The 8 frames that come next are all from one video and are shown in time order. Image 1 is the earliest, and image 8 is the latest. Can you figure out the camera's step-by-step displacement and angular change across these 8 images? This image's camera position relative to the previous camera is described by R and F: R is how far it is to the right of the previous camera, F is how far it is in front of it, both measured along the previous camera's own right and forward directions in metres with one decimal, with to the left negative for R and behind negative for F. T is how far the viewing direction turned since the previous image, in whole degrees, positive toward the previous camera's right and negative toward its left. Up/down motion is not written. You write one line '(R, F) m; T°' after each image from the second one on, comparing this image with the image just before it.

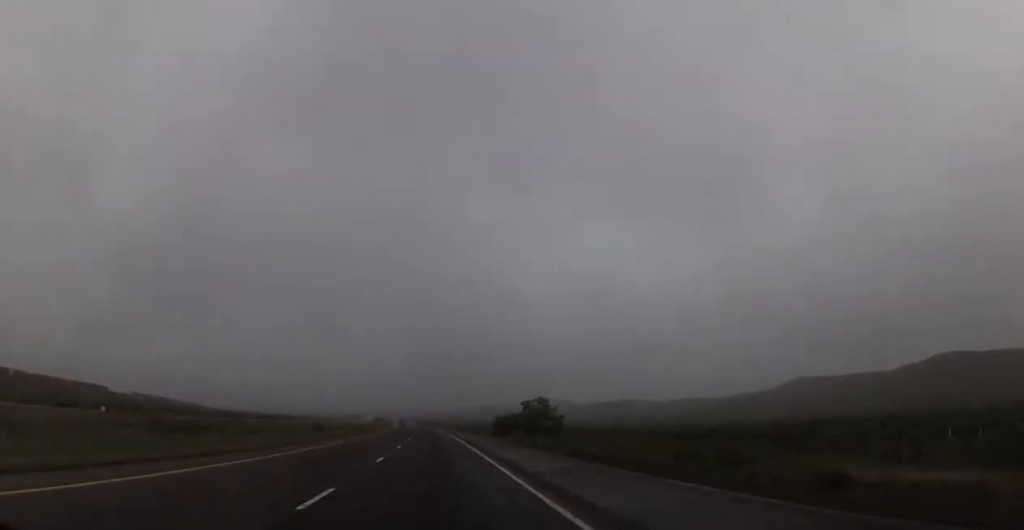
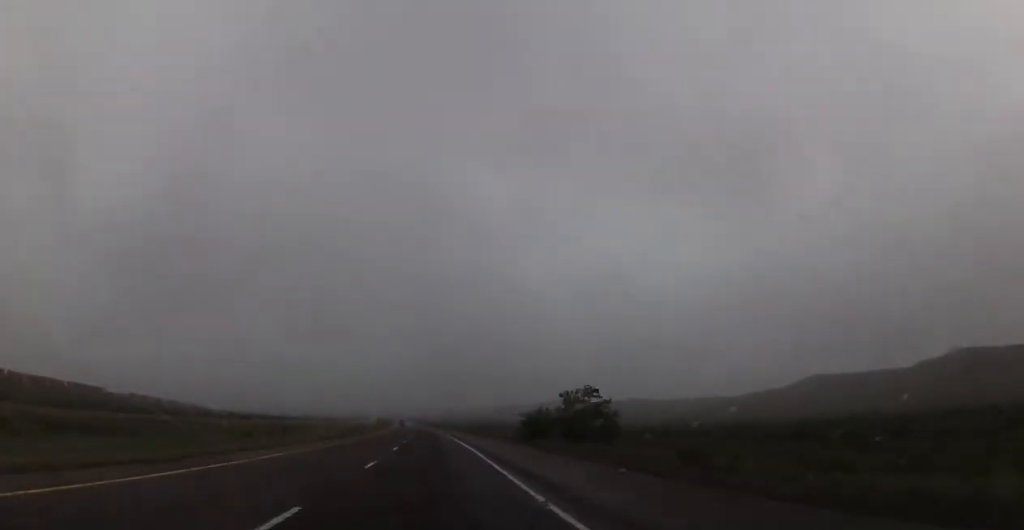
(+0.2, +27.3) m; 0°
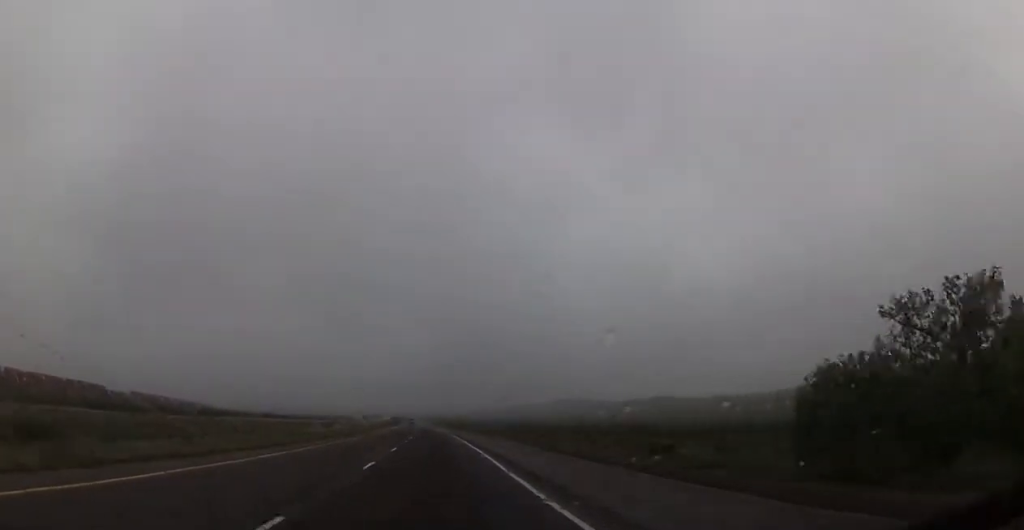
(-0.4, +50.0) m; -1°
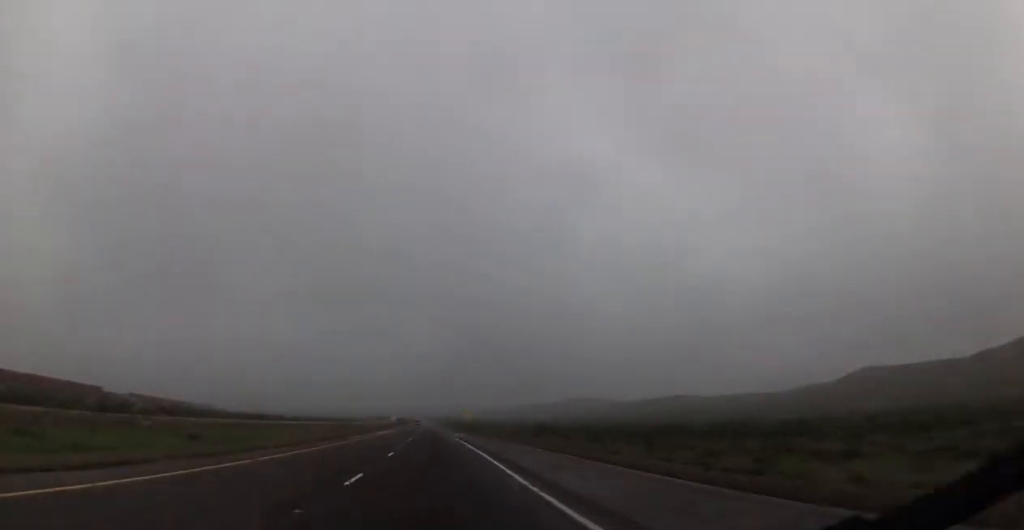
(0.0, +28.5) m; -1°
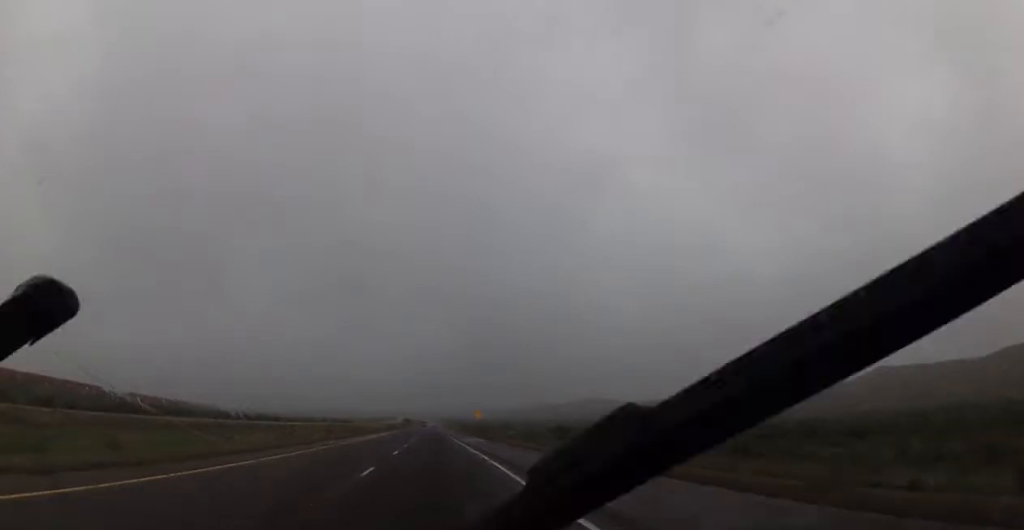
(-0.3, +21.8) m; -1°
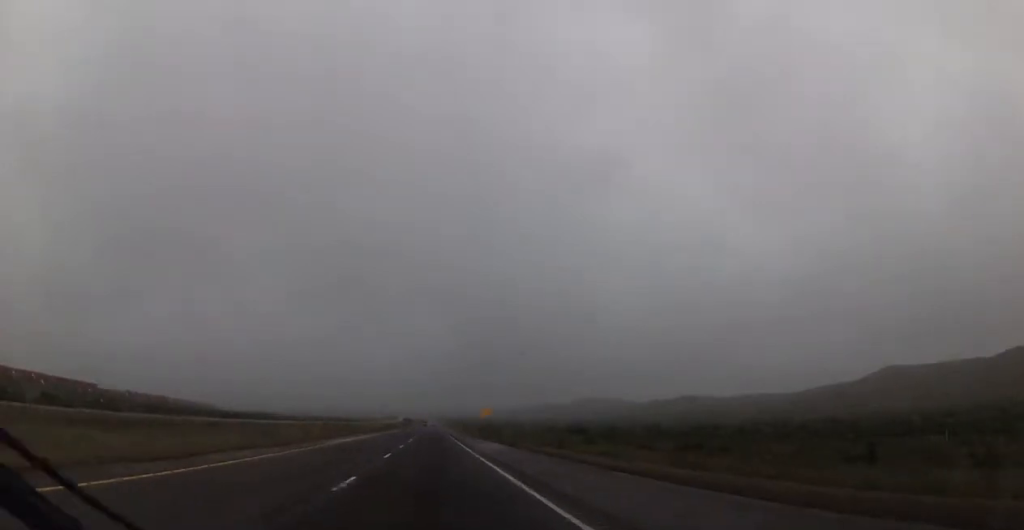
(-0.1, +16.1) m; 0°
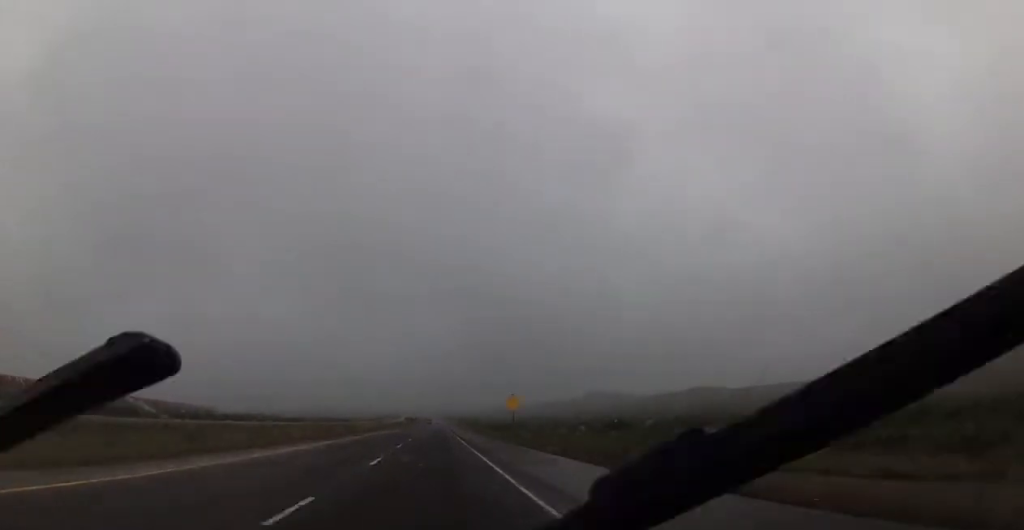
(0.0, +29.8) m; -1°
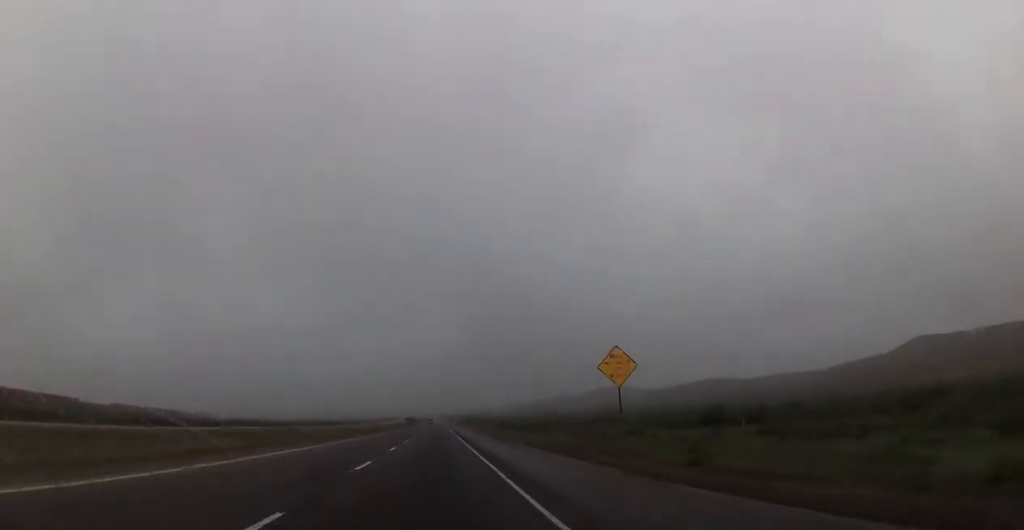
(-0.5, +38.9) m; 0°
